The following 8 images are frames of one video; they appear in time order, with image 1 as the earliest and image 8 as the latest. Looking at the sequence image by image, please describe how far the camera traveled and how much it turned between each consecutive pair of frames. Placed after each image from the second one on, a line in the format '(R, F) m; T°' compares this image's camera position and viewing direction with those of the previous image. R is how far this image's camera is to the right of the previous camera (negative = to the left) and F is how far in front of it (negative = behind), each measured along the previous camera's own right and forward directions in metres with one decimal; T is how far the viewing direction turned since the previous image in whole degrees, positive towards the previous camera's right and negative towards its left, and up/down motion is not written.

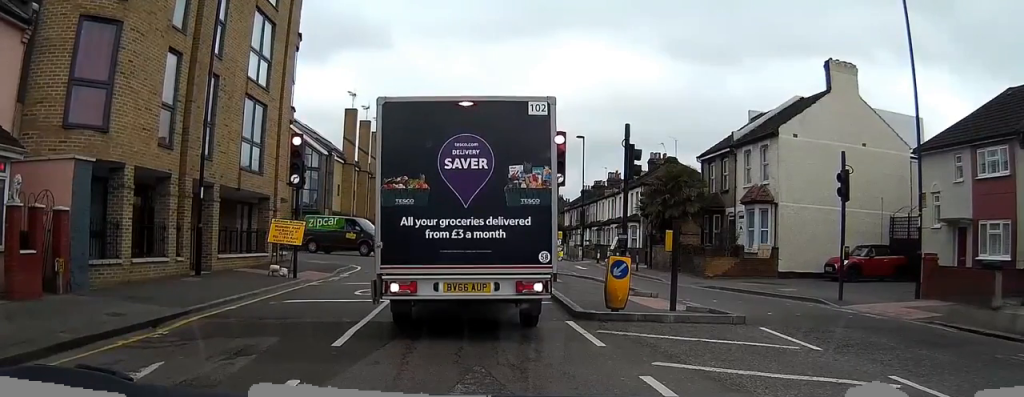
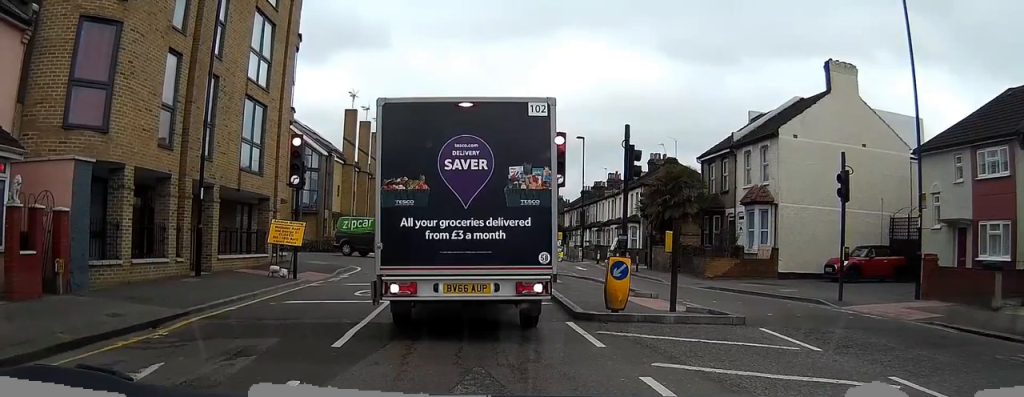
(0.0, -0.1) m; 0°
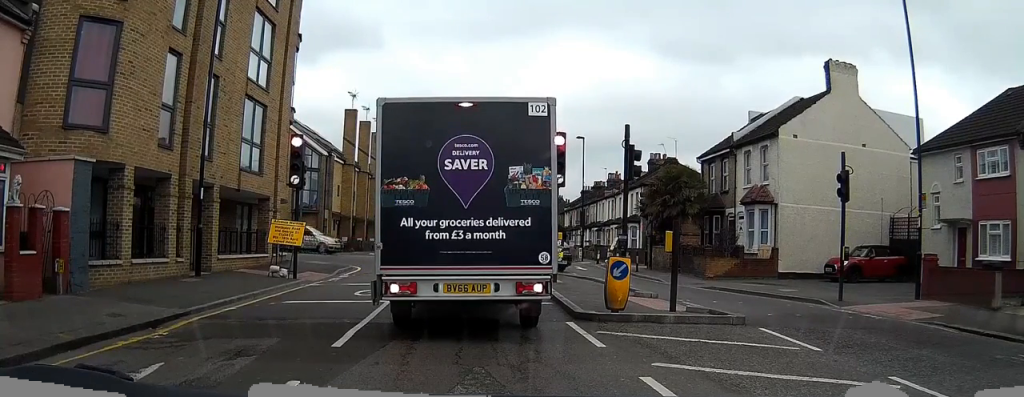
(0.0, 0.0) m; 0°
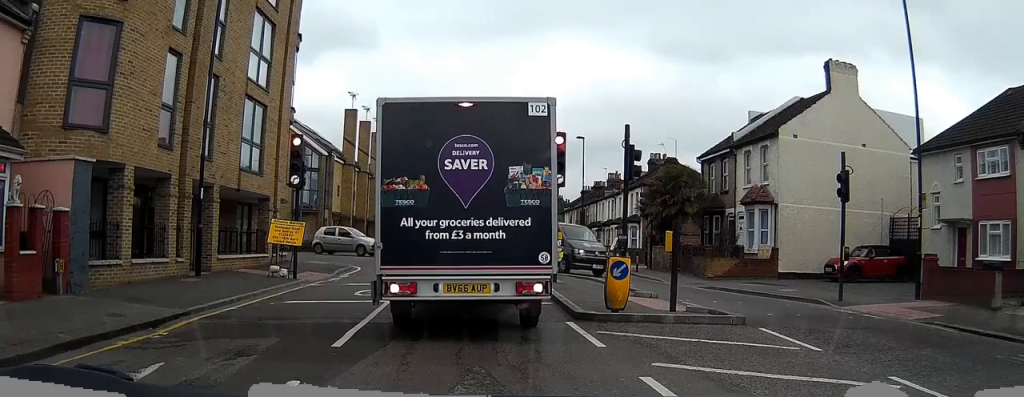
(0.0, 0.0) m; 0°
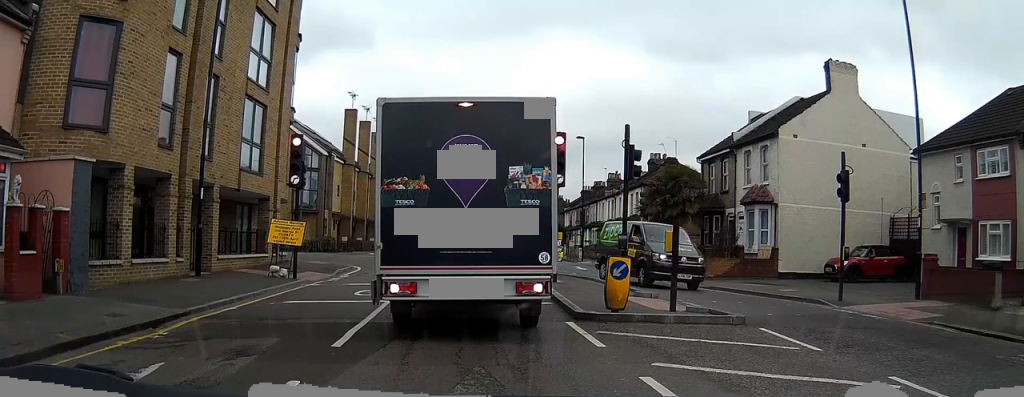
(0.0, 0.0) m; 0°
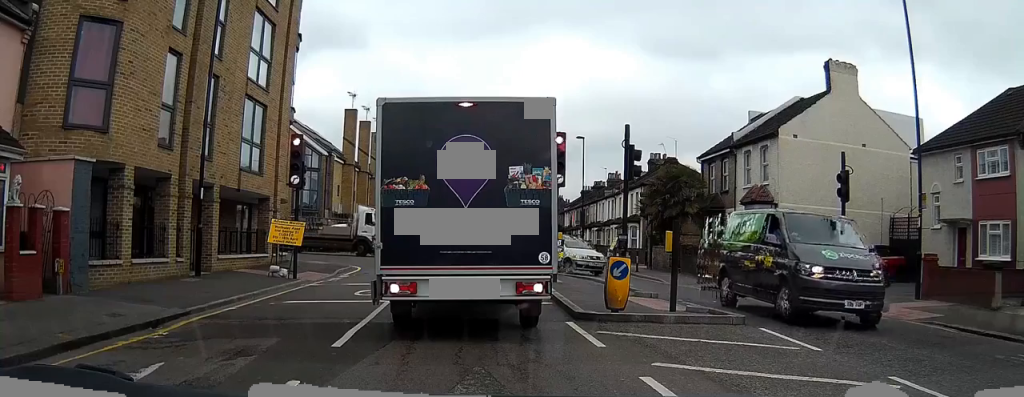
(0.0, 0.0) m; 0°
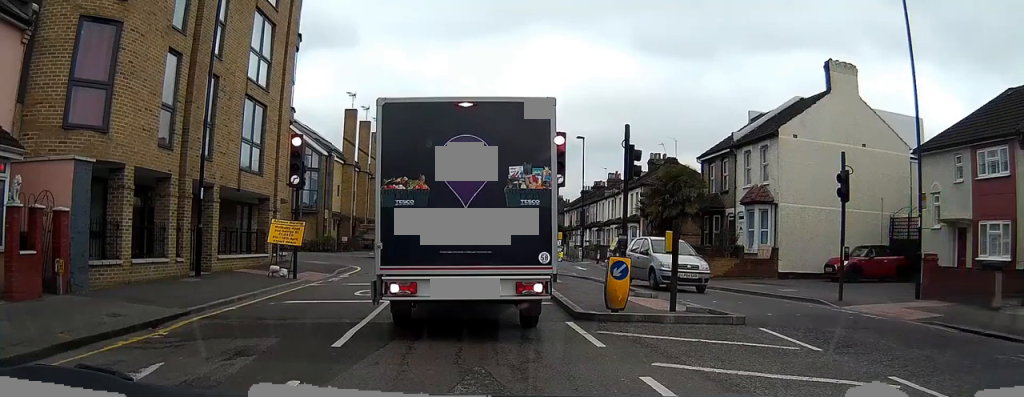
(0.0, 0.0) m; 0°
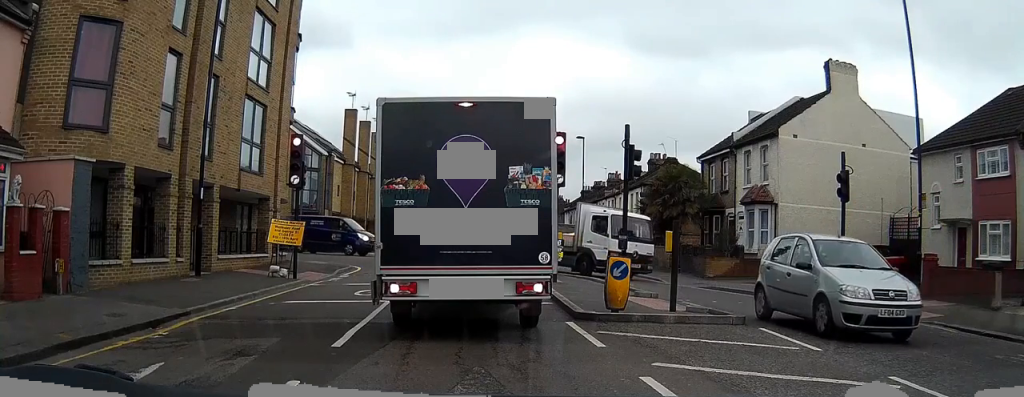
(0.0, 0.0) m; 0°
